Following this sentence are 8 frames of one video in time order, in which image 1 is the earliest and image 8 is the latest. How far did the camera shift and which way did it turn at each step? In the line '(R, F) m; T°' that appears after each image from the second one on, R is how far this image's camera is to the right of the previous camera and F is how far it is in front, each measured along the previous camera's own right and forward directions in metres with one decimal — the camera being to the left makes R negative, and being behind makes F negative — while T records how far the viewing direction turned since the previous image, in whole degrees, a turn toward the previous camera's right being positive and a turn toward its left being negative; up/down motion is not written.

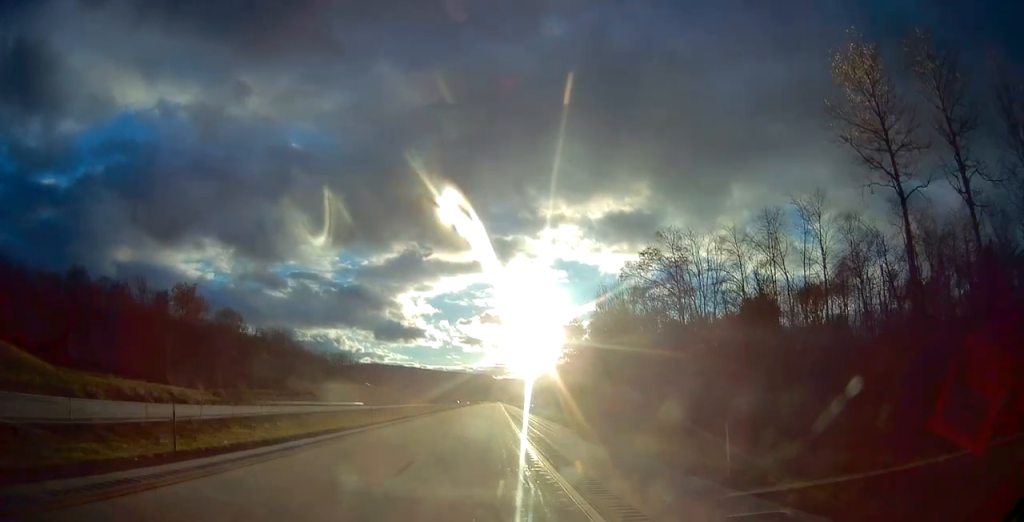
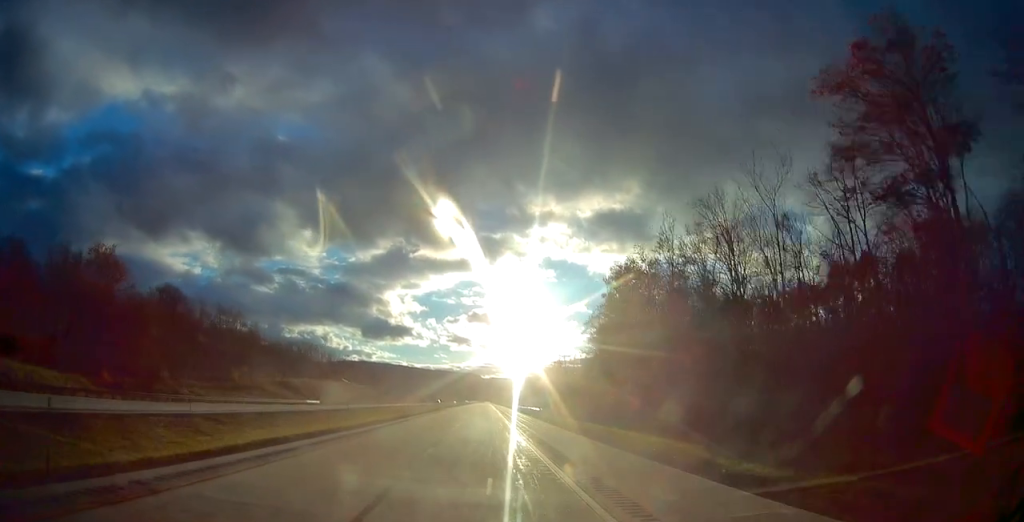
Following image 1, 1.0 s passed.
(+0.4, +29.5) m; +1°
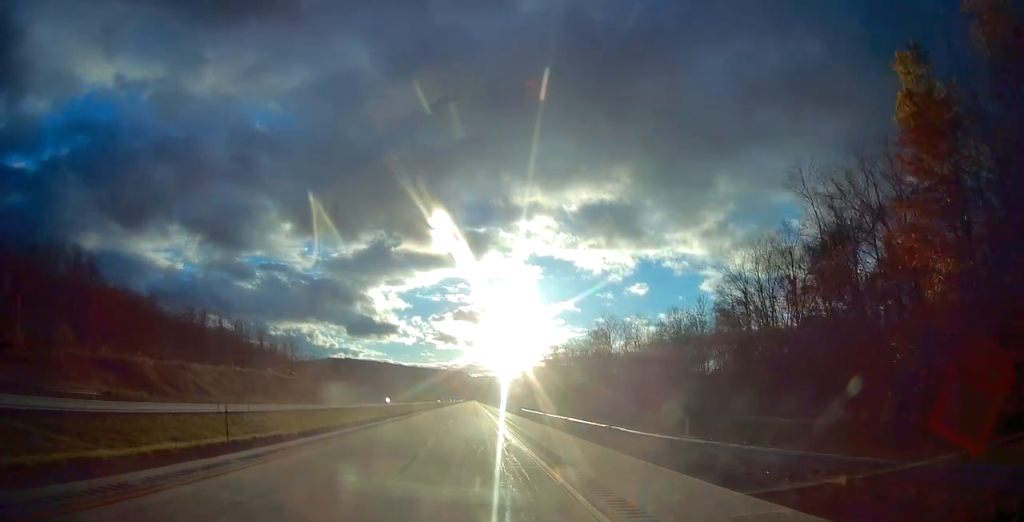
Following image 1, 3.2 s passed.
(+1.0, +67.2) m; +1°
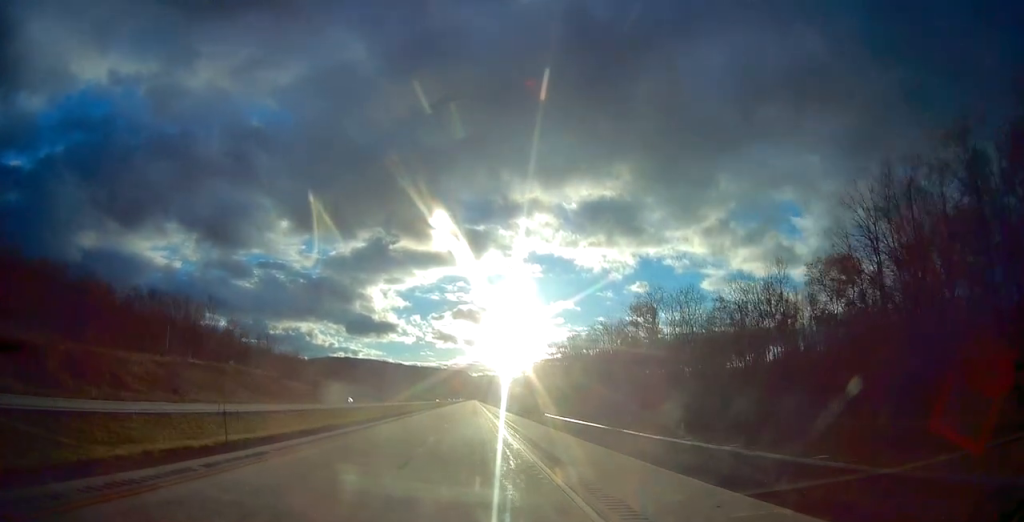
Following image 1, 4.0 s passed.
(+0.1, +24.5) m; 0°
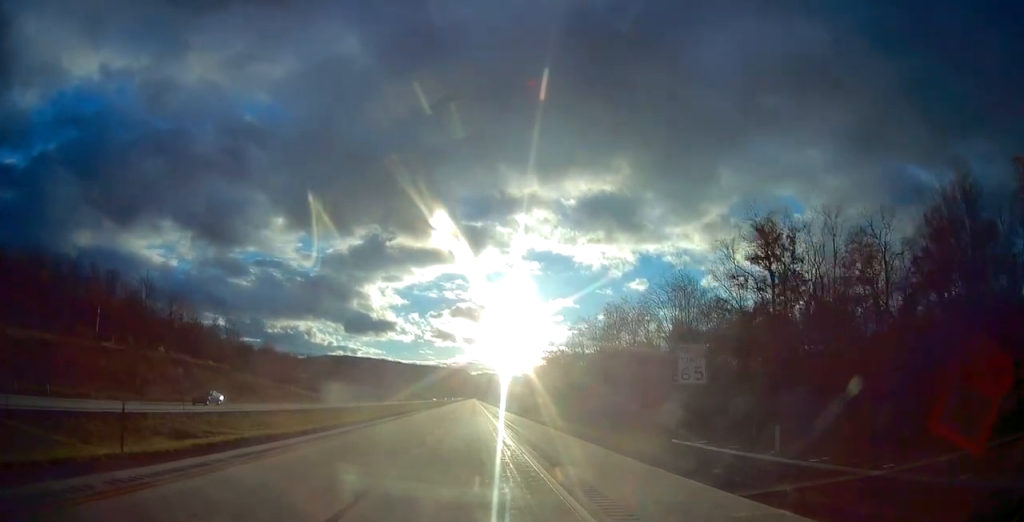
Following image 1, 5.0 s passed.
(+0.1, +30.6) m; 0°
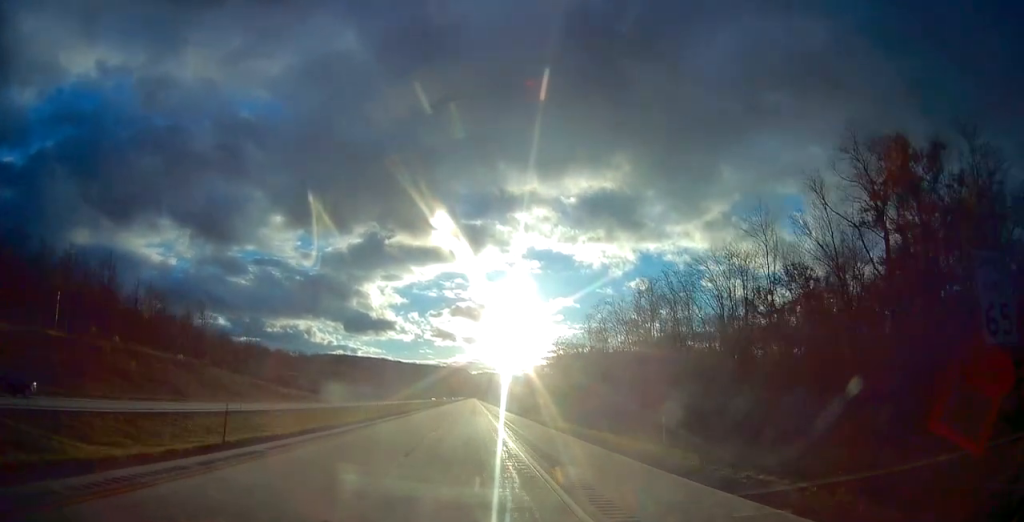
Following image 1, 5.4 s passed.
(0.0, +14.3) m; 0°
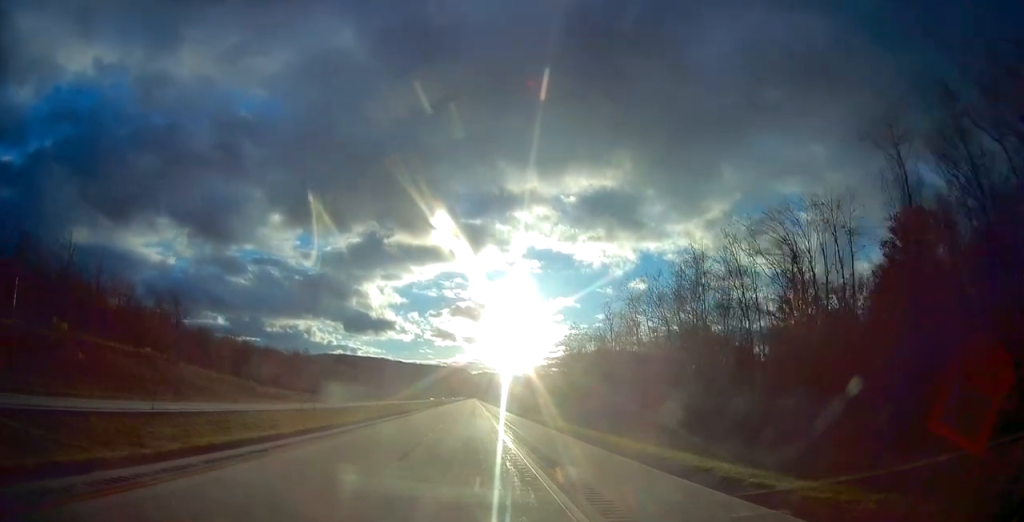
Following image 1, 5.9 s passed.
(-0.1, +13.2) m; 0°
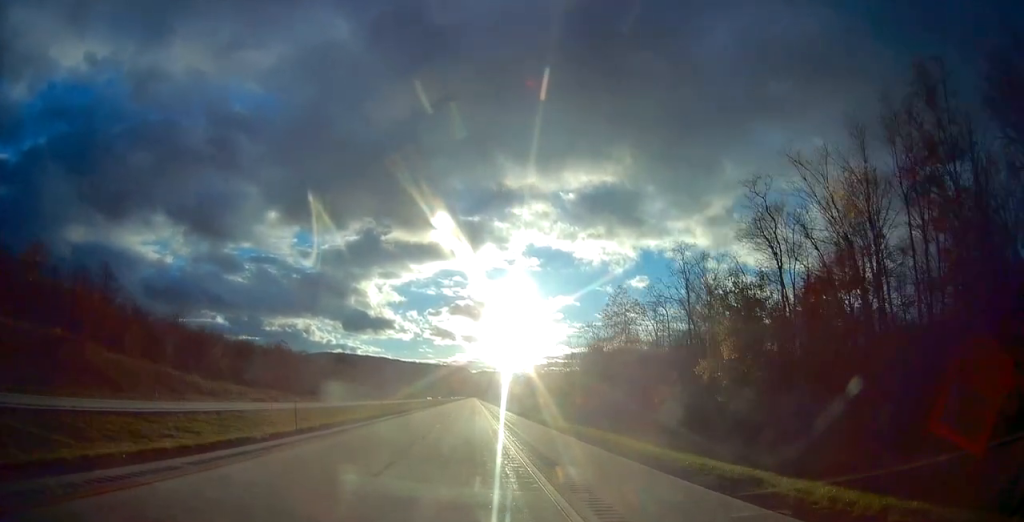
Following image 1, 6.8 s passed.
(-0.1, +27.5) m; 0°
